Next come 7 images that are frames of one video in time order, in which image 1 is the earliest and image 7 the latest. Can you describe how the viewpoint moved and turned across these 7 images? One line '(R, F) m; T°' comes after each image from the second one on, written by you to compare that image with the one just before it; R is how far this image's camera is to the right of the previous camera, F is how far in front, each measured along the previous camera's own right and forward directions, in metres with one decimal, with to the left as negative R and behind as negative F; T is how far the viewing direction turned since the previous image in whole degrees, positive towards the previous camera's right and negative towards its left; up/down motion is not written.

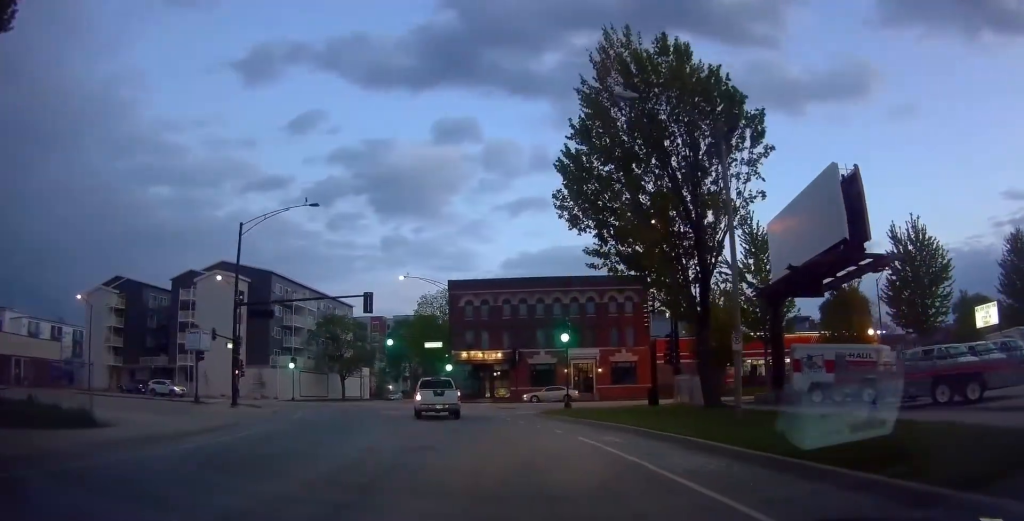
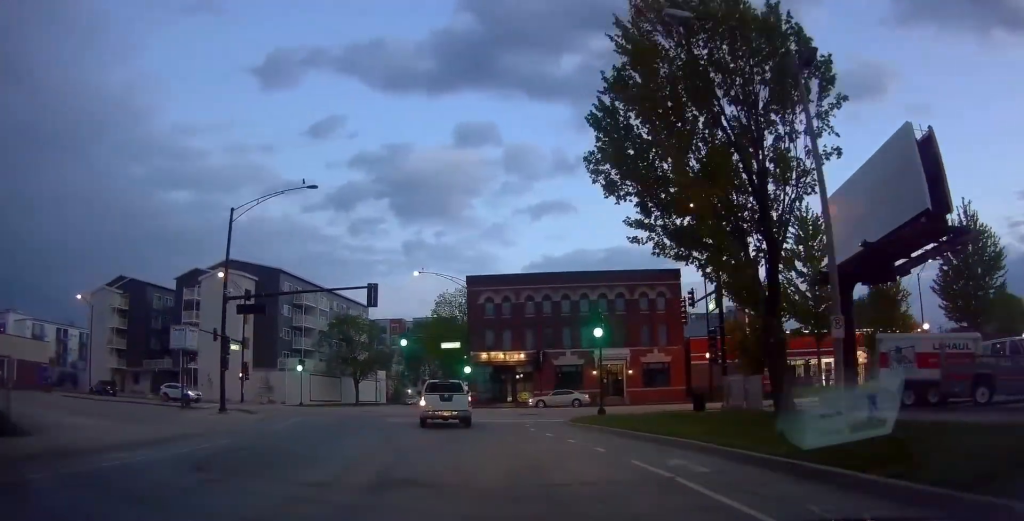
(-0.6, +4.2) m; -6°
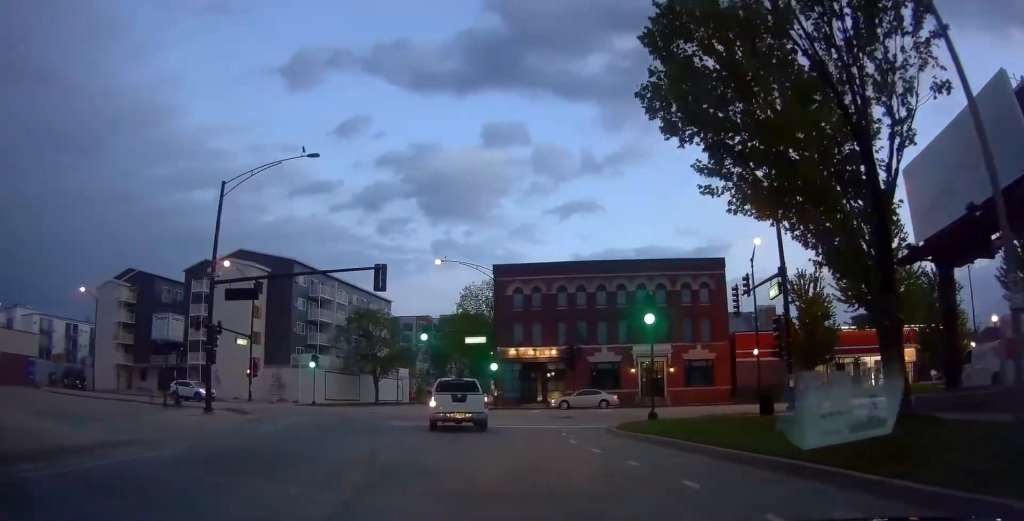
(-0.3, +4.5) m; -3°
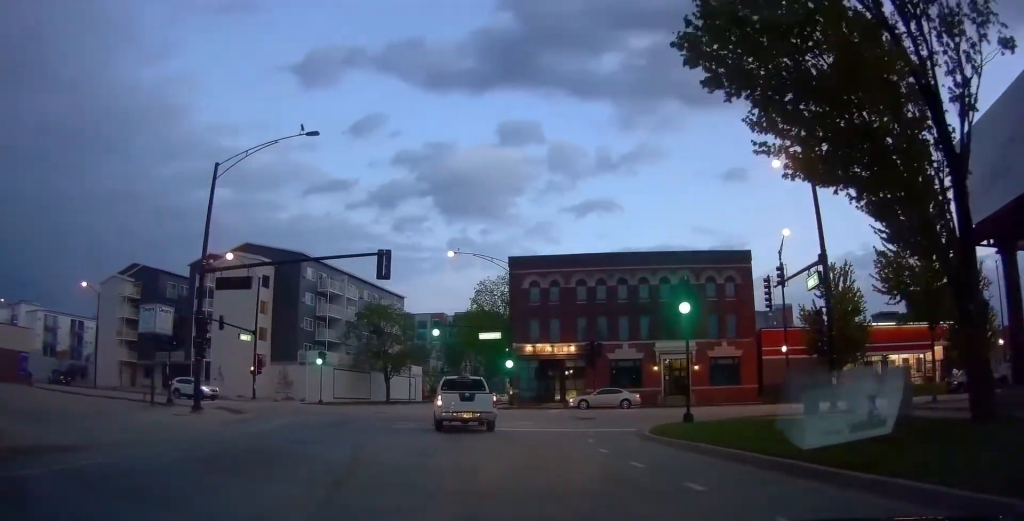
(0.0, +2.6) m; +2°
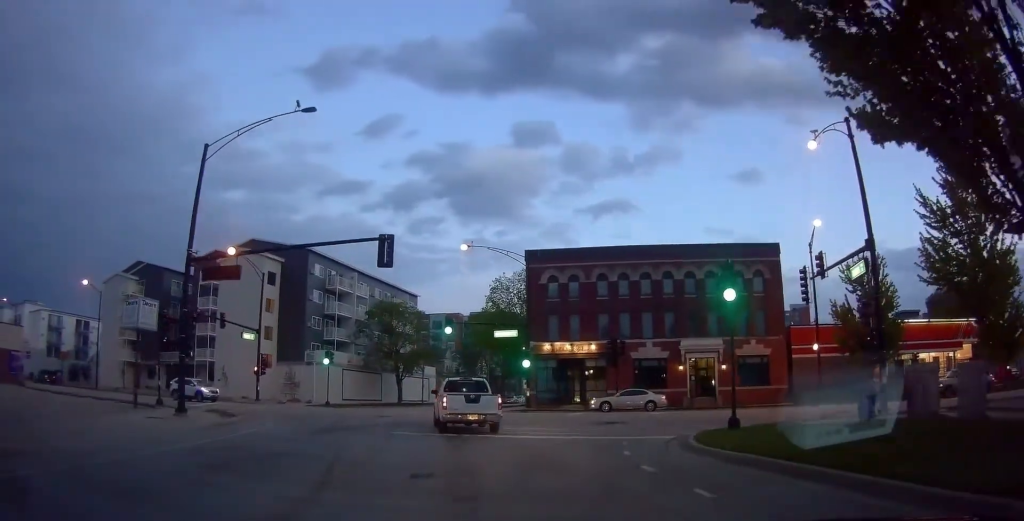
(+0.1, +2.7) m; +1°
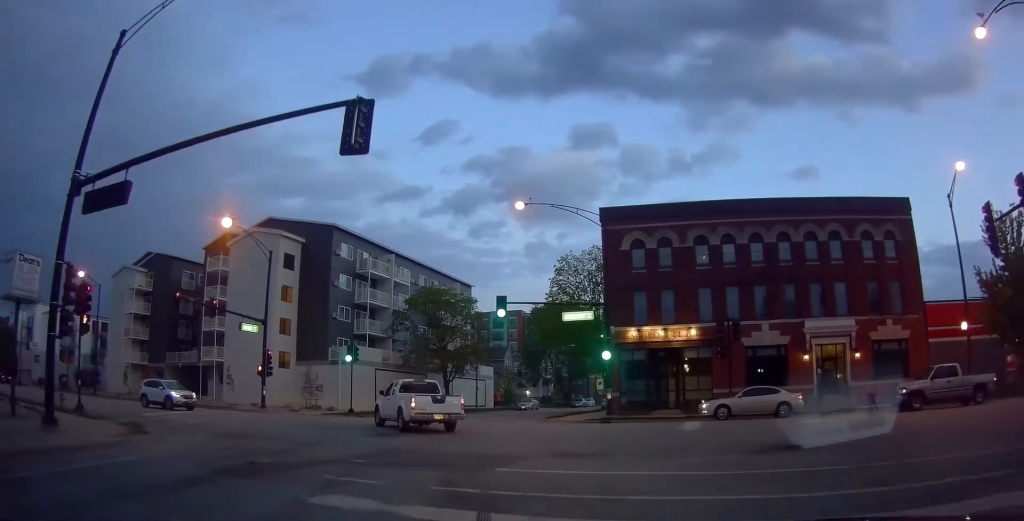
(+0.2, +11.1) m; +1°
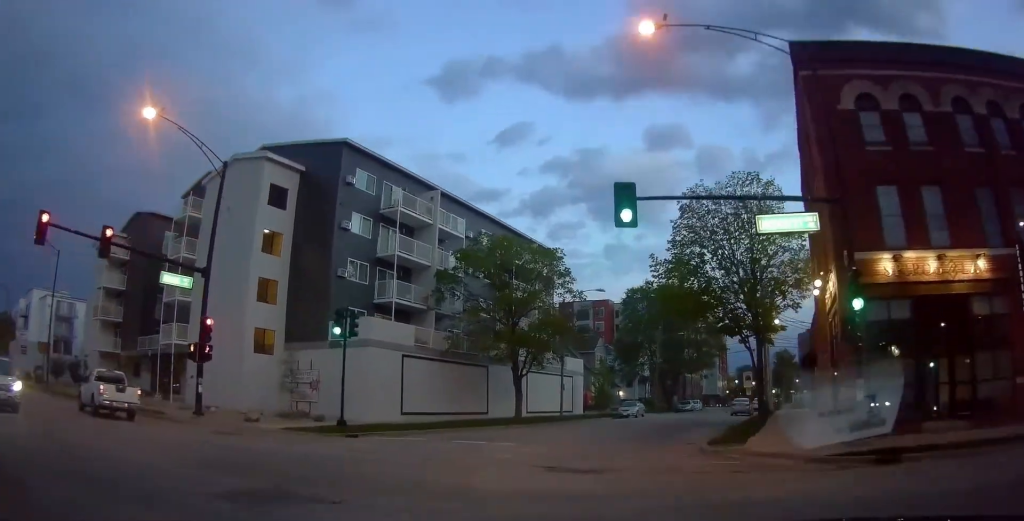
(-2.4, +18.5) m; -10°
